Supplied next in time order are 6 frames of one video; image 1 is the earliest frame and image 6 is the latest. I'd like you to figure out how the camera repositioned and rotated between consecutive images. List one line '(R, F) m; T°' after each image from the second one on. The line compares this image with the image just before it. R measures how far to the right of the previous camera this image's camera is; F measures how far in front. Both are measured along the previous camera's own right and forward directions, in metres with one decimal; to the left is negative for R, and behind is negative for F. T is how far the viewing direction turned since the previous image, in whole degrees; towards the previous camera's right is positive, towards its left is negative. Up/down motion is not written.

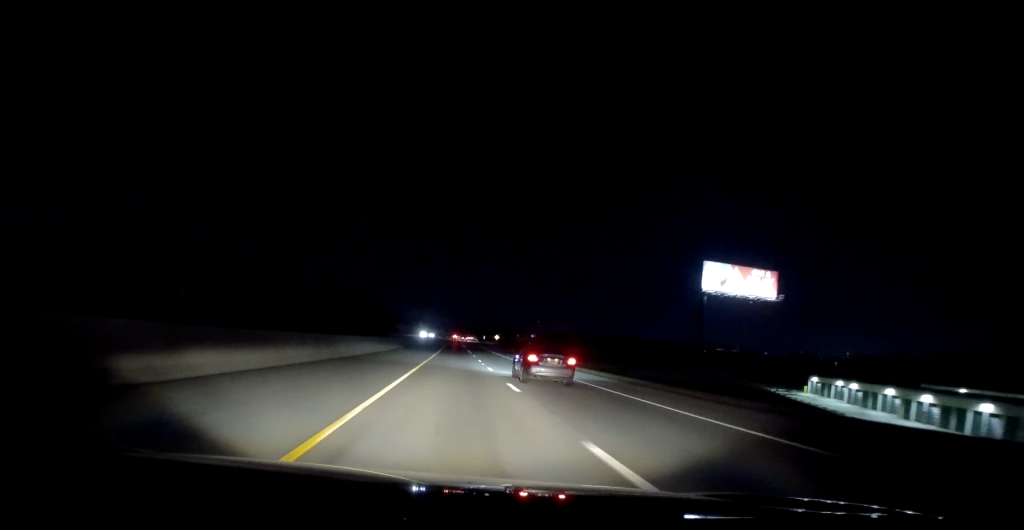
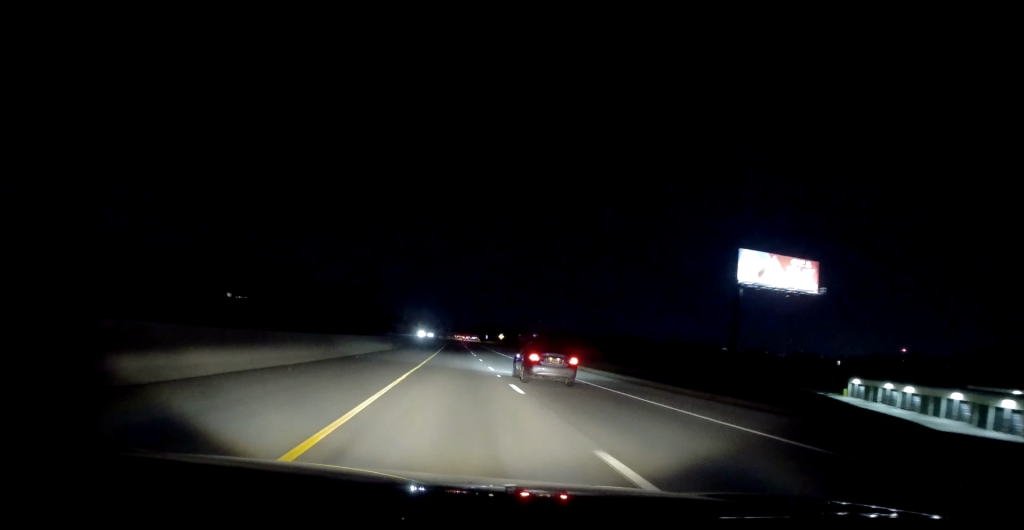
(0.0, +12.6) m; 0°
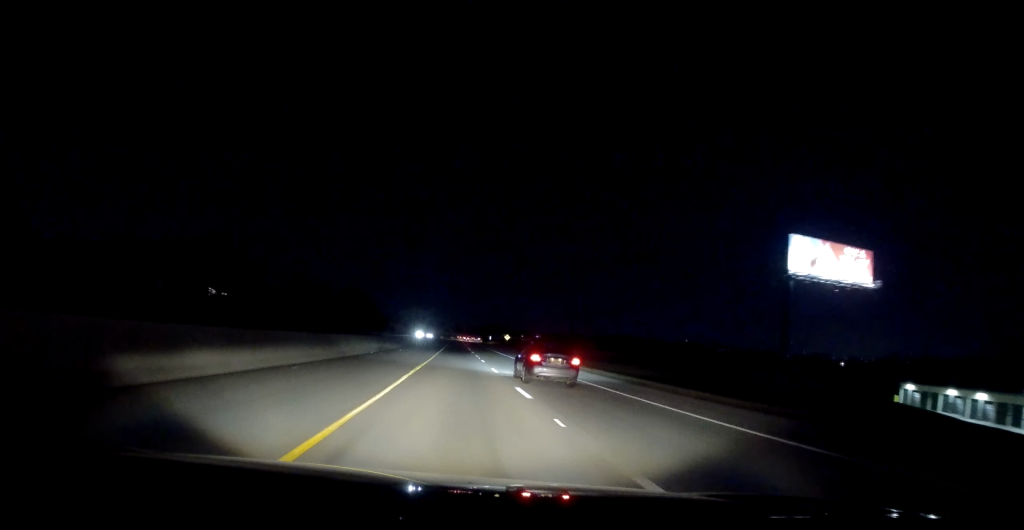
(+0.3, +13.5) m; 0°
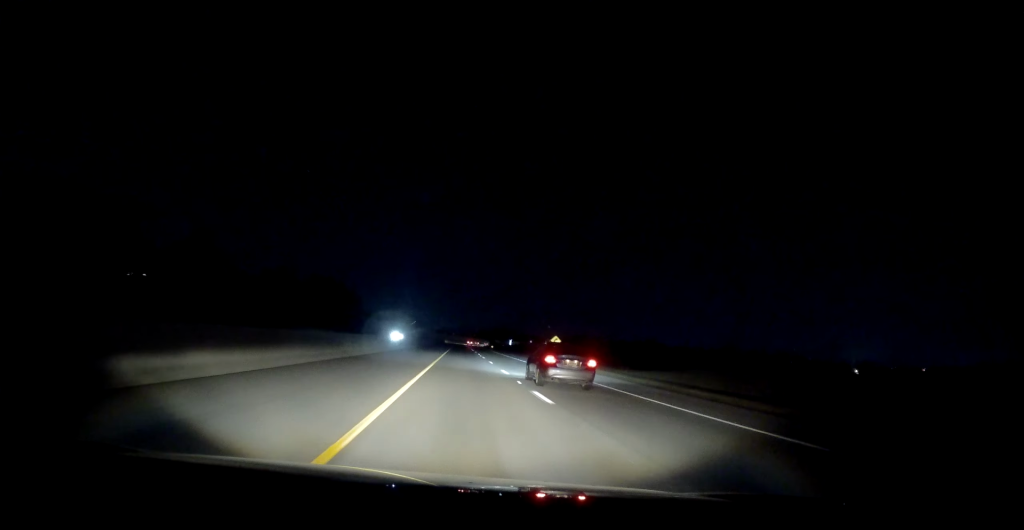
(-1.3, +60.6) m; -1°
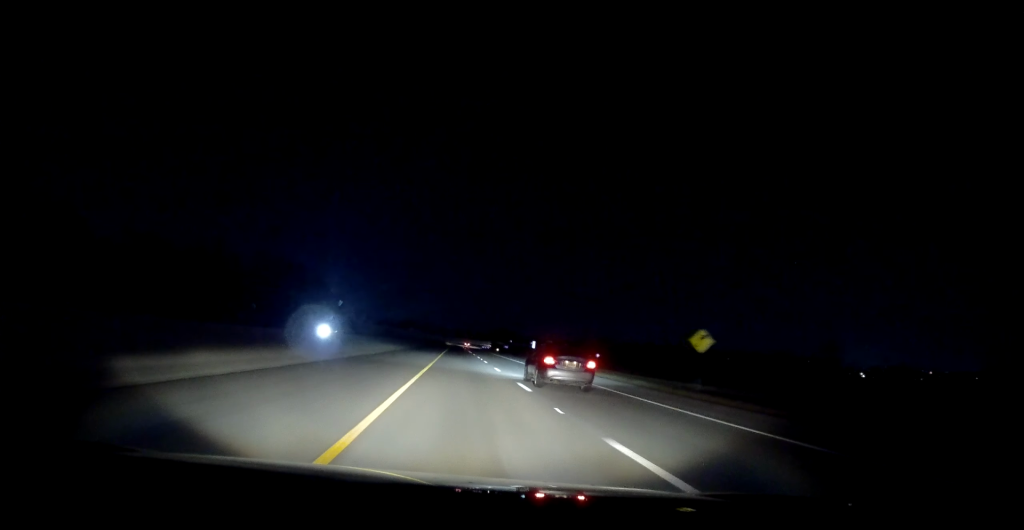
(+0.1, +44.8) m; 0°
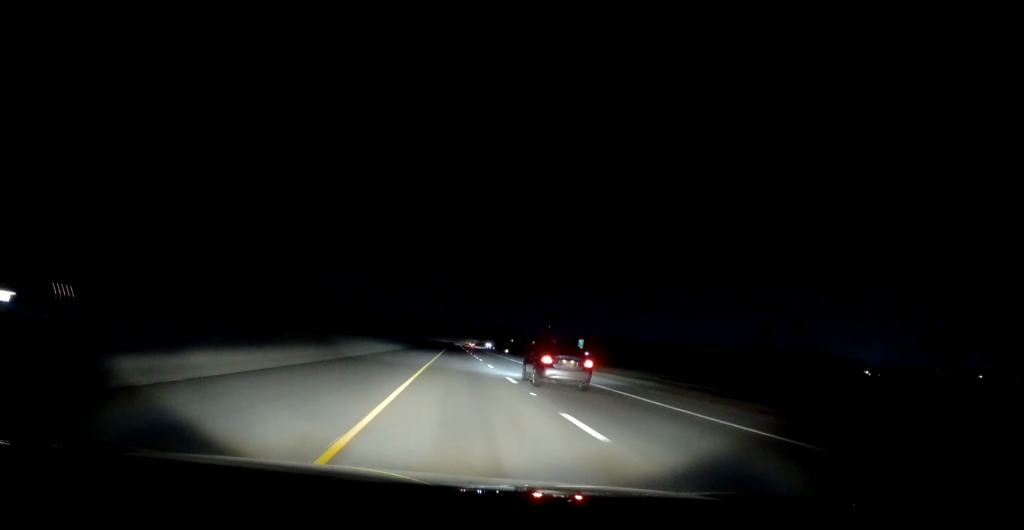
(+0.1, +33.2) m; 0°
